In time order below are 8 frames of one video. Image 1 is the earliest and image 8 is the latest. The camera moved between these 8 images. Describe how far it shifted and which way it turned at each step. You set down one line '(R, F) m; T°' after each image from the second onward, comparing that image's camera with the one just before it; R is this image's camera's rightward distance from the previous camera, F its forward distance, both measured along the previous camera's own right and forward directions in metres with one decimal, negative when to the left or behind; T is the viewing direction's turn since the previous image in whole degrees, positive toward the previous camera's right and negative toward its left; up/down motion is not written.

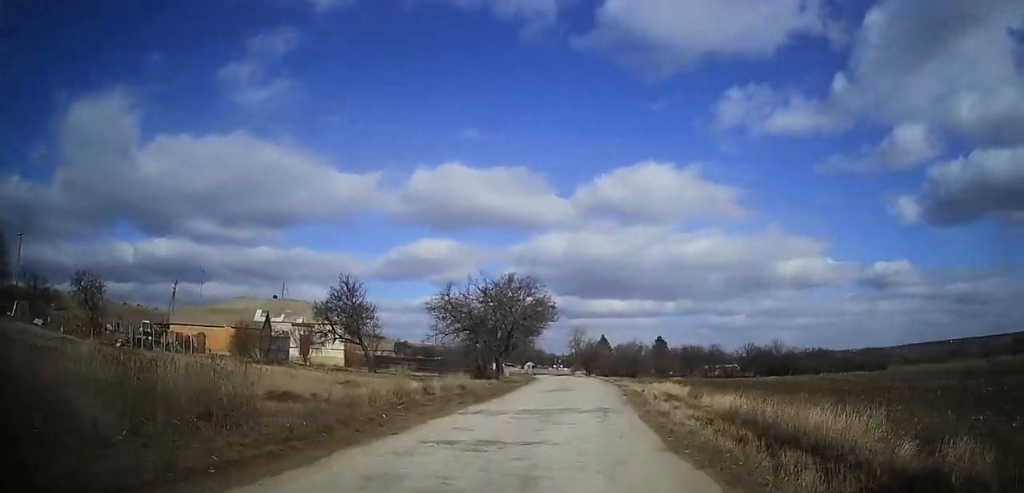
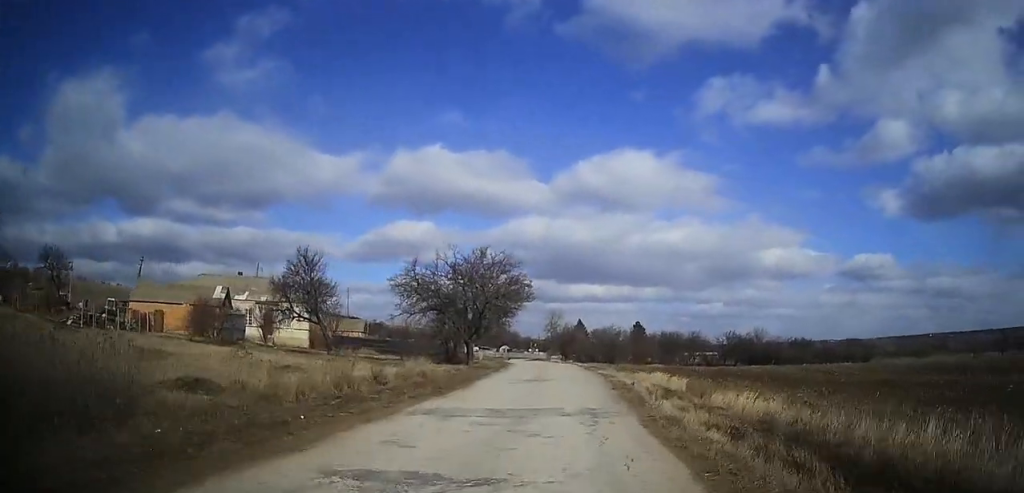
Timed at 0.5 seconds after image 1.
(0.0, +3.9) m; 0°
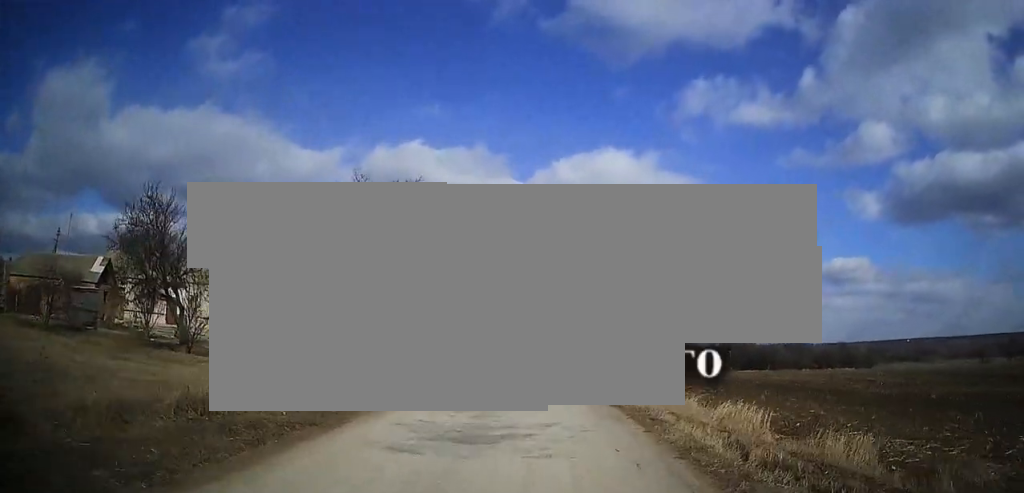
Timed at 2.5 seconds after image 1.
(0.0, +15.1) m; 0°
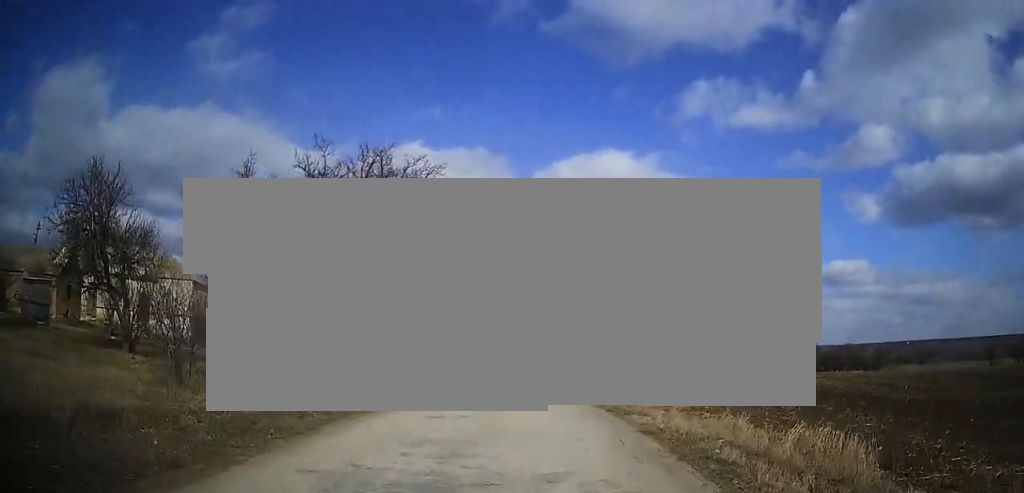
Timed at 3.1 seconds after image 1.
(0.0, +4.5) m; 0°
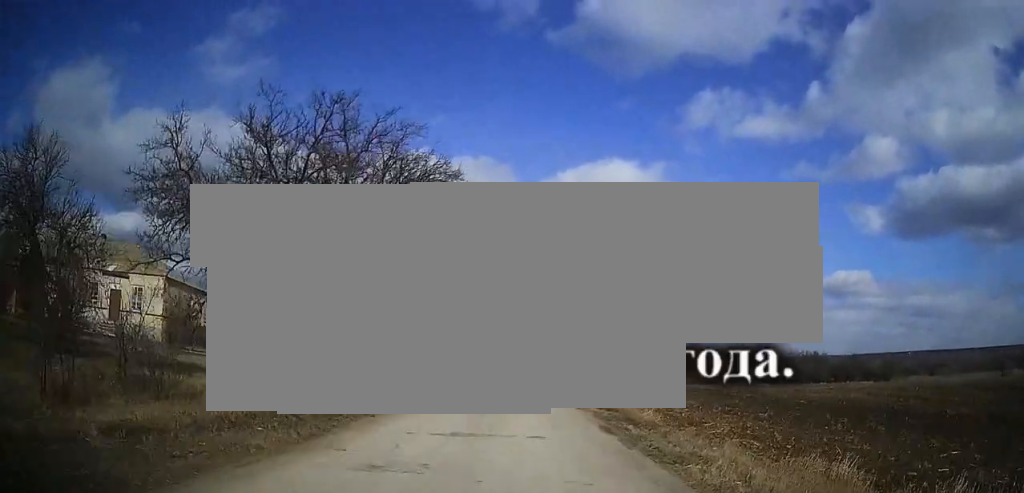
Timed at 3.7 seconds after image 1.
(0.0, +4.8) m; 0°
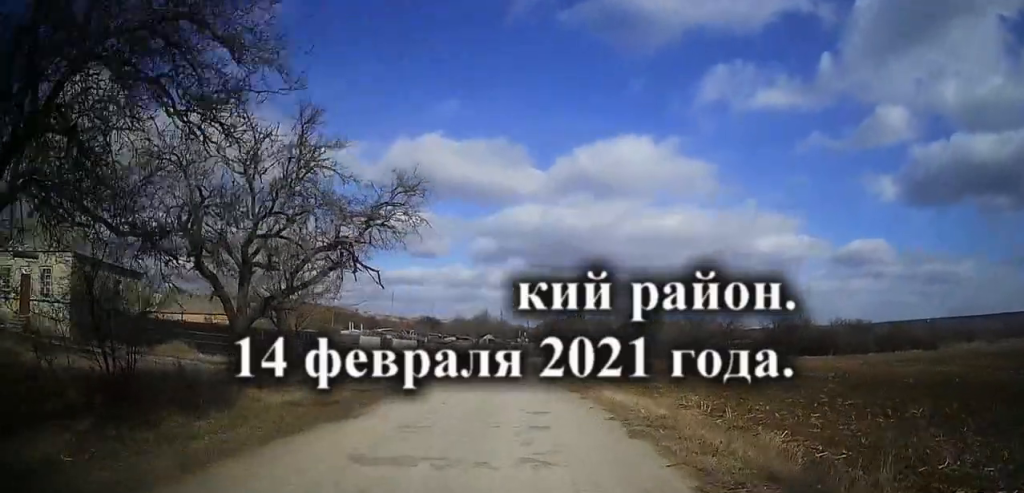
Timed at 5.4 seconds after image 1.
(+0.1, +13.0) m; +2°
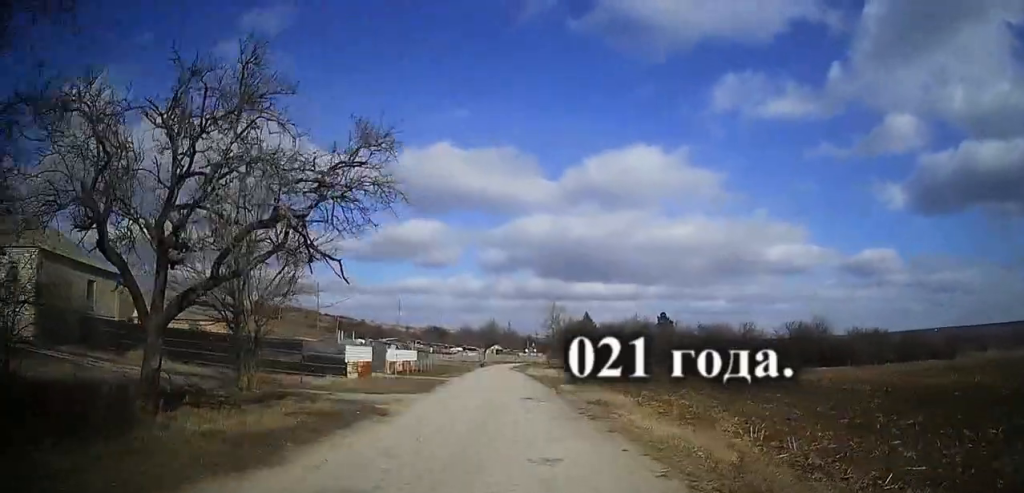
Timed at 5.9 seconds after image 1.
(+0.1, +4.0) m; +1°
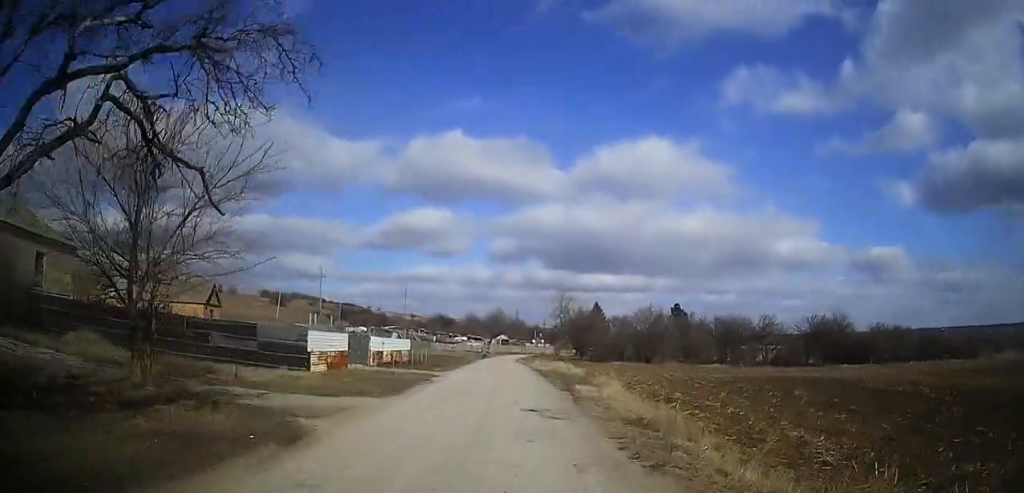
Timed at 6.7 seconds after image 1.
(0.0, +6.0) m; -1°
